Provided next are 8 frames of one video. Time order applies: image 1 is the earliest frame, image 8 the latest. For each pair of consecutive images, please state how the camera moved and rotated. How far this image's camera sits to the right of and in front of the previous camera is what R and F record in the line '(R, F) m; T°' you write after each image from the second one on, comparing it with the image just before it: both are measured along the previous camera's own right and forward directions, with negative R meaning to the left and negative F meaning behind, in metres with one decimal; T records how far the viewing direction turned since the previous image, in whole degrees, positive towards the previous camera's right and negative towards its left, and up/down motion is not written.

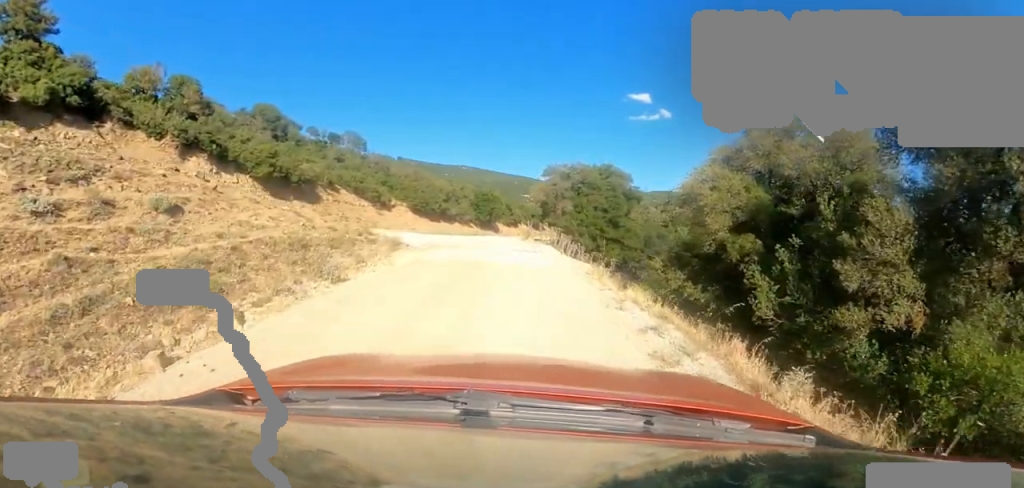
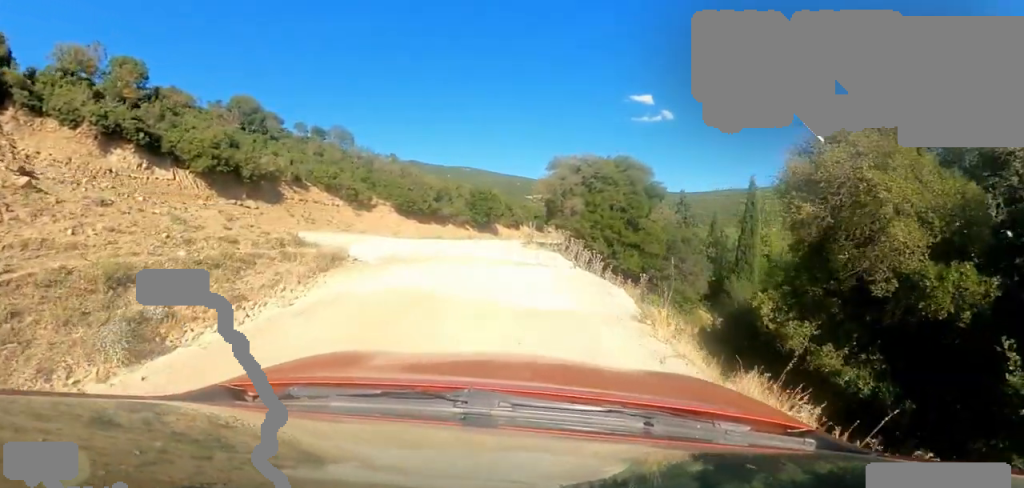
(+0.2, +4.9) m; +1°
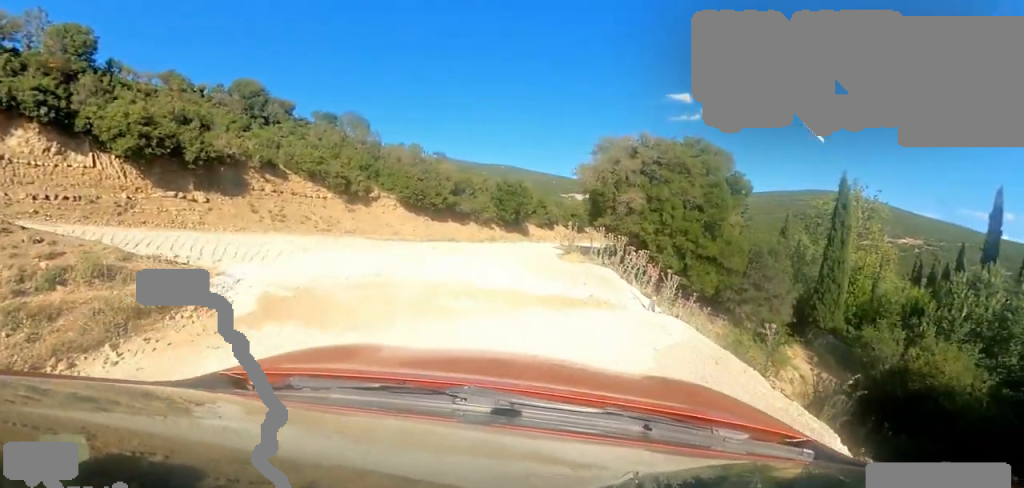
(-0.4, +6.9) m; -2°
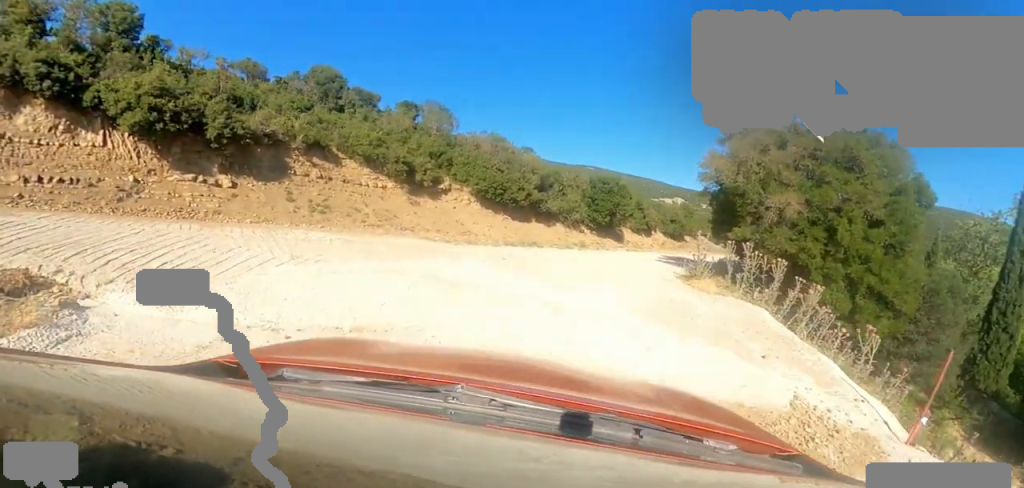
(-0.1, +5.0) m; -18°
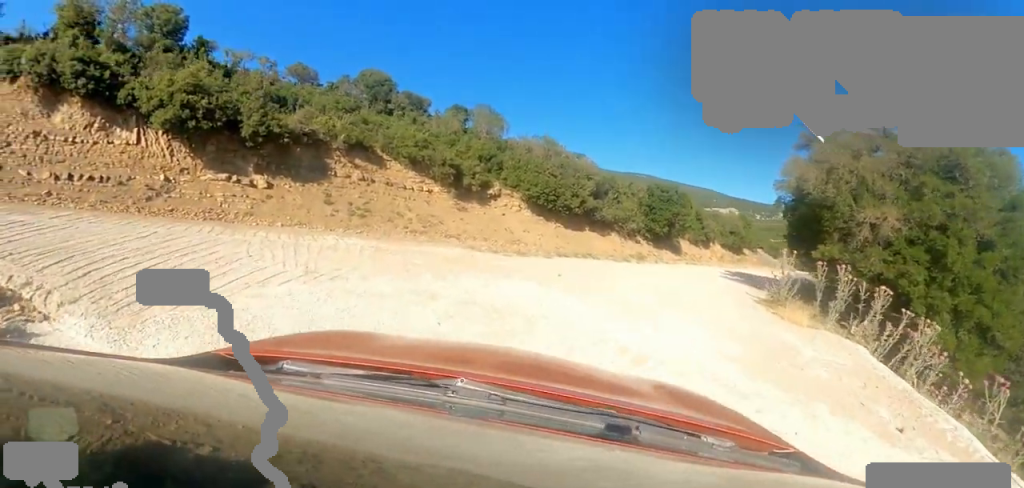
(-0.8, +1.9) m; -12°
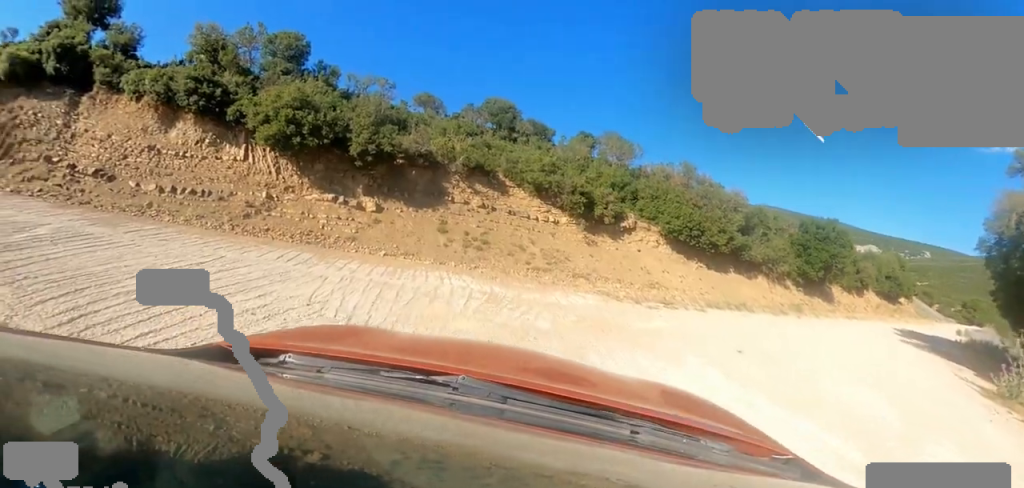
(+0.1, +3.1) m; -23°
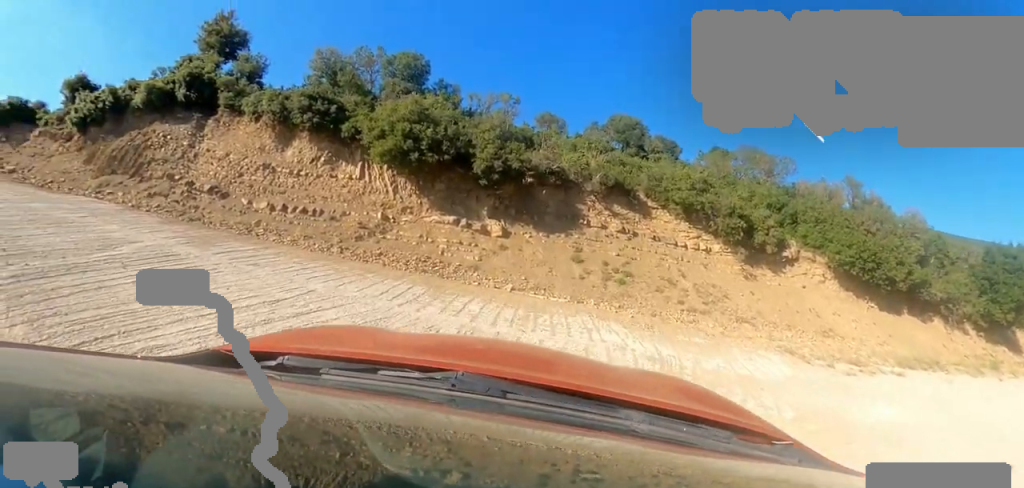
(-0.4, +1.7) m; -23°
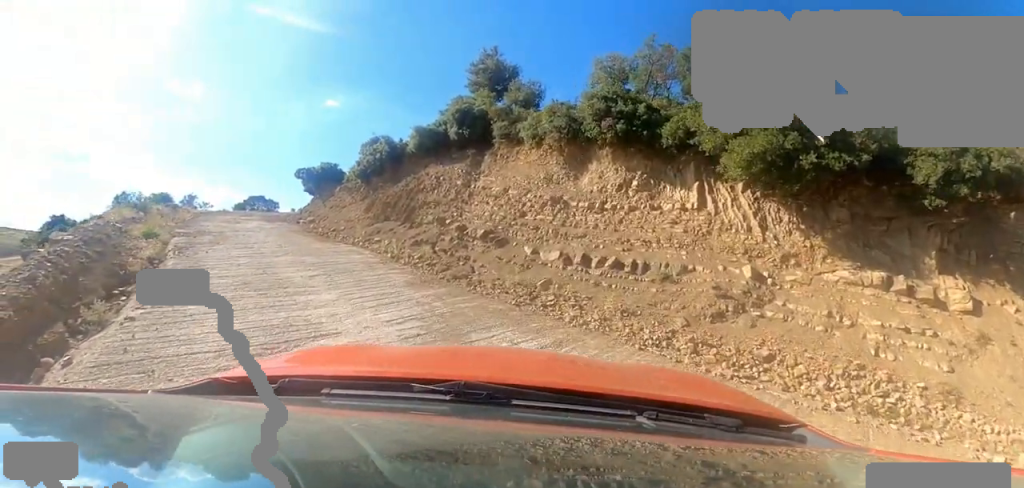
(-1.9, +3.7) m; -40°
